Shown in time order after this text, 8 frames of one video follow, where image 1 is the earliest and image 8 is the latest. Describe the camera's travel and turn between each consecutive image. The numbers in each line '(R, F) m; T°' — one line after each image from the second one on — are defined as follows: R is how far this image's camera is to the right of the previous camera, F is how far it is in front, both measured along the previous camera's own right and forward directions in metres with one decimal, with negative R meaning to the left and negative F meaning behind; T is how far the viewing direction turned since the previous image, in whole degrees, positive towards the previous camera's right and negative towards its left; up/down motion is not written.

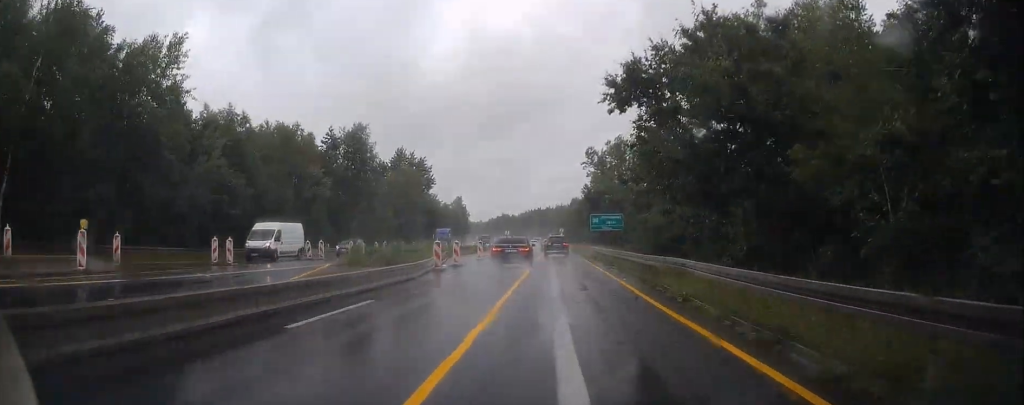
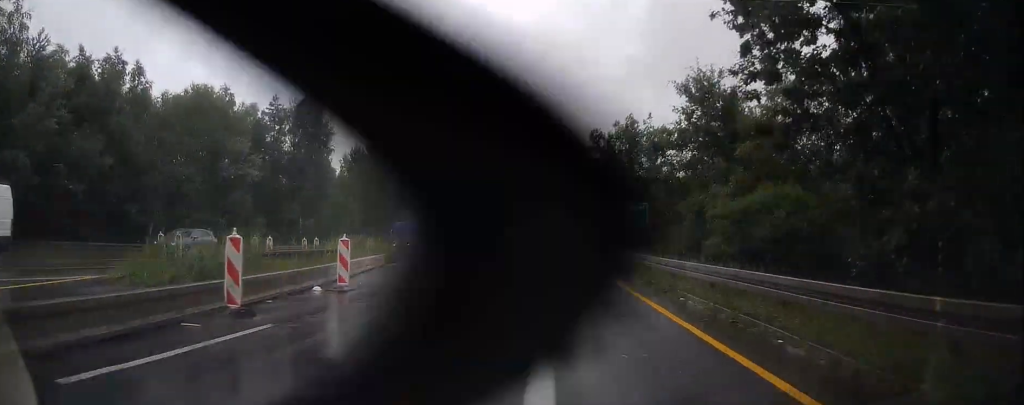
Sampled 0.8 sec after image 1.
(0.0, +18.2) m; -1°
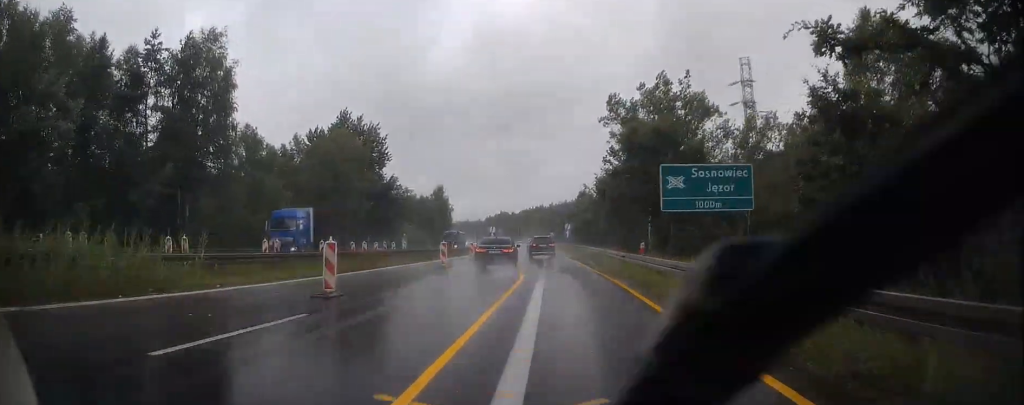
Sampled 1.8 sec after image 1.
(-0.3, +22.7) m; -1°
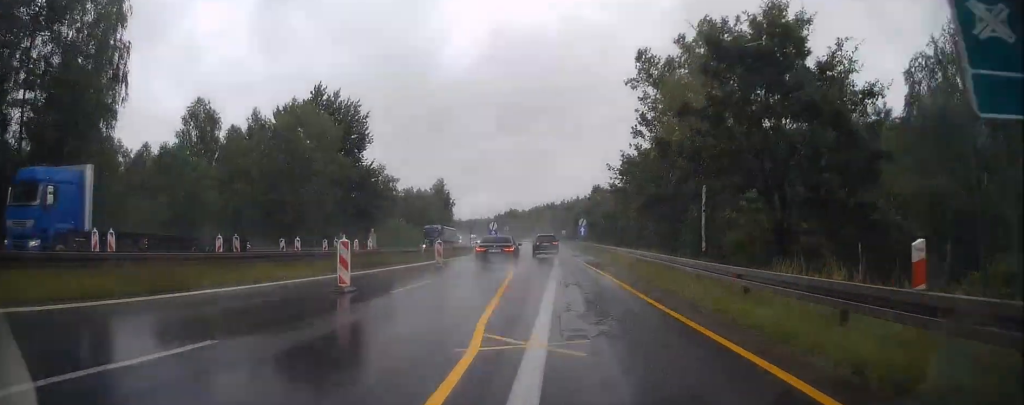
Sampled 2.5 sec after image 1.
(0.0, +15.5) m; 0°
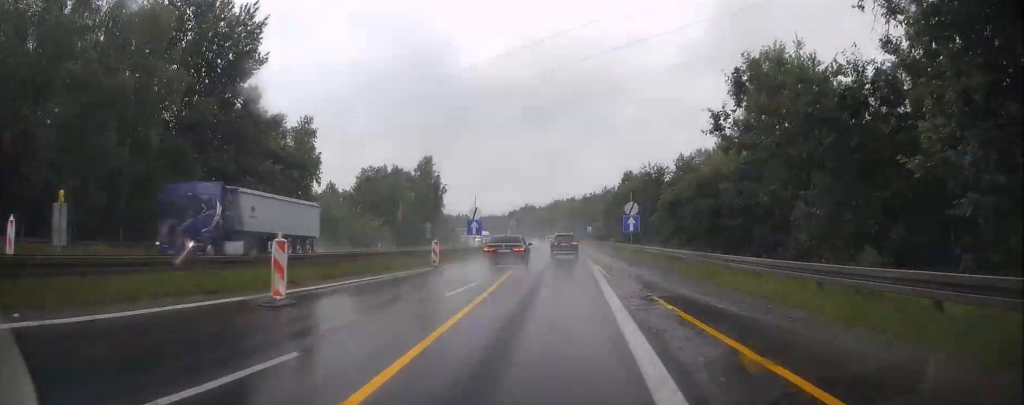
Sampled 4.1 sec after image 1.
(-0.3, +36.0) m; -1°
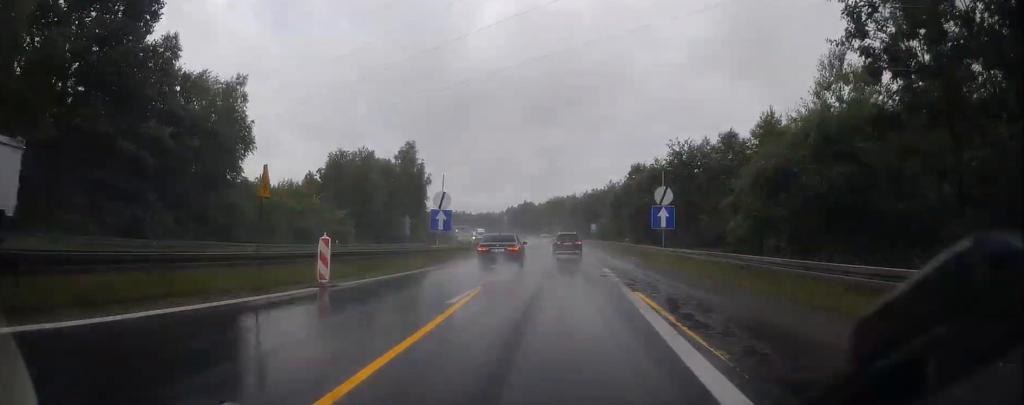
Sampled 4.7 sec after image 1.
(0.0, +14.0) m; 0°
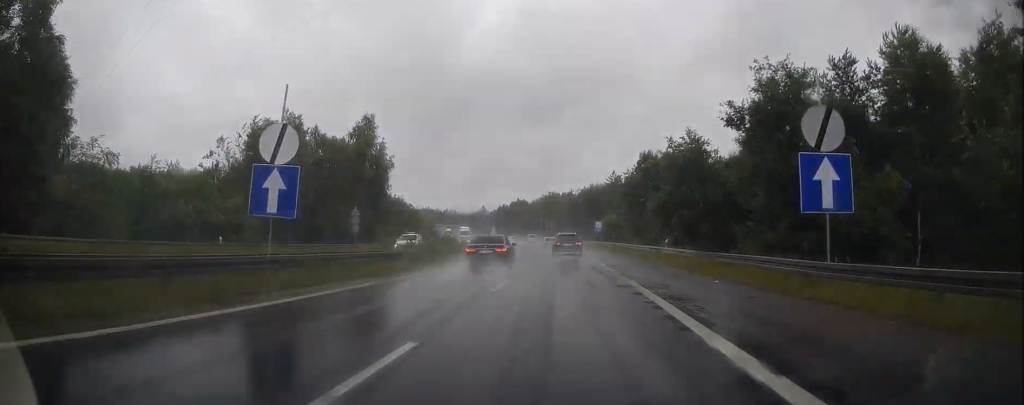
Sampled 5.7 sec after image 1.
(-0.1, +20.9) m; 0°
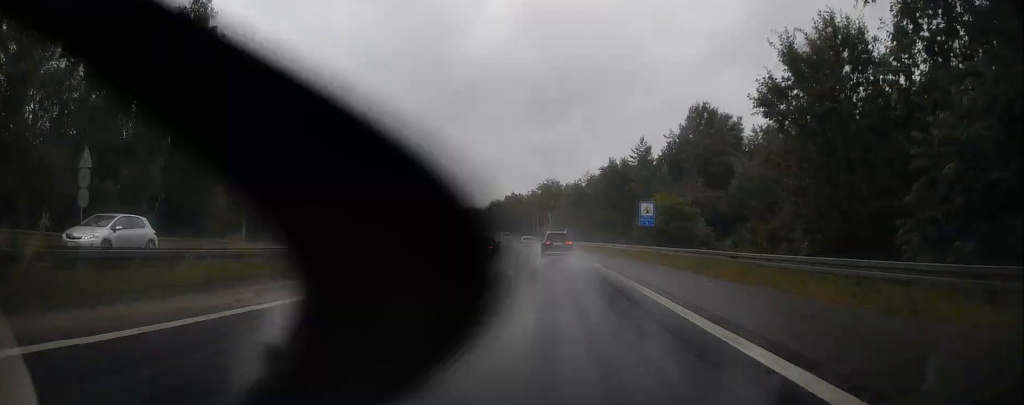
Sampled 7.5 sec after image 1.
(0.0, +41.5) m; -1°
